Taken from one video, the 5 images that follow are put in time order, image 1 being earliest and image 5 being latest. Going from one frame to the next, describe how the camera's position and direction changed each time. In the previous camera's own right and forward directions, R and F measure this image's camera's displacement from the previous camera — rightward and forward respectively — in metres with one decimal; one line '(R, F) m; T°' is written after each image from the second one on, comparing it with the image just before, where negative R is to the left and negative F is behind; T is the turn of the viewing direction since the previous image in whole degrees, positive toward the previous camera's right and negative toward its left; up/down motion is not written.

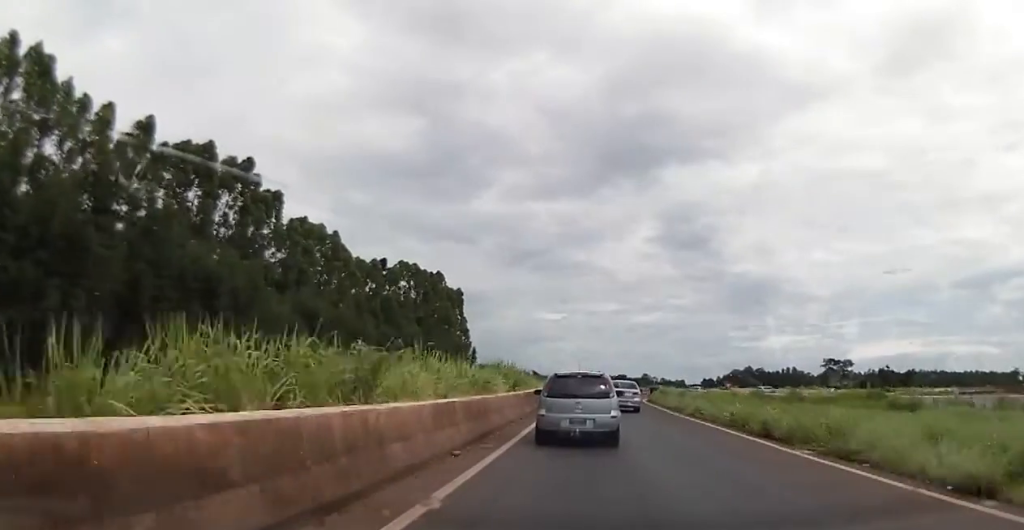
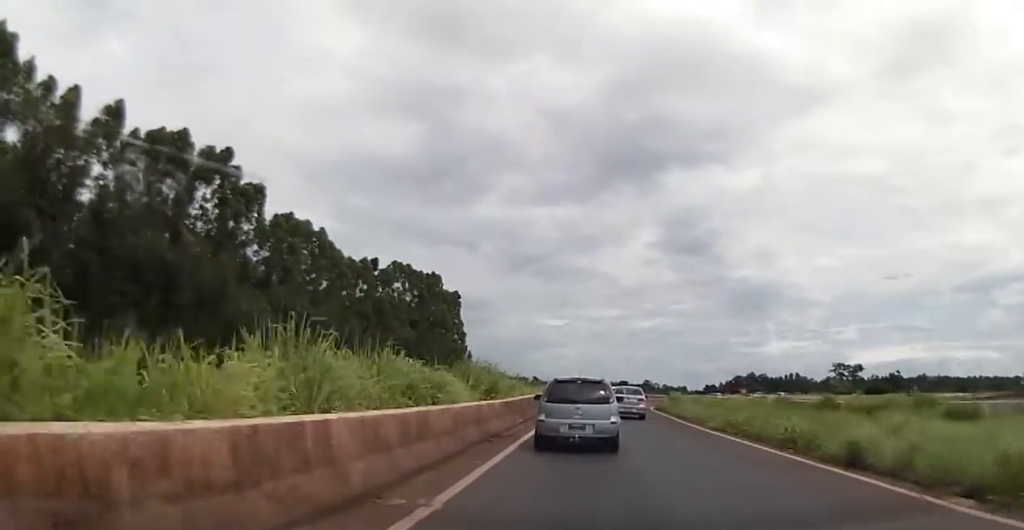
(0.0, +6.2) m; -2°
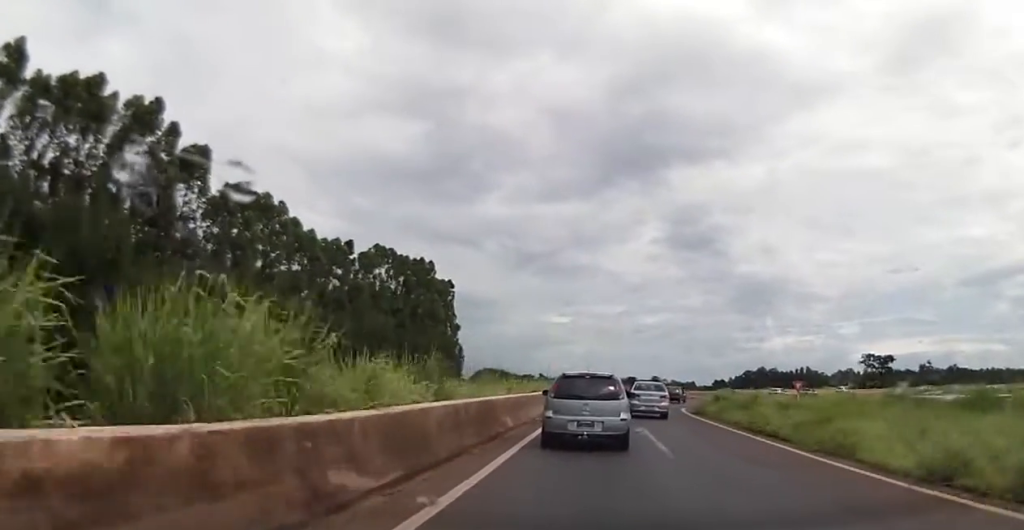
(-0.1, +15.9) m; +1°
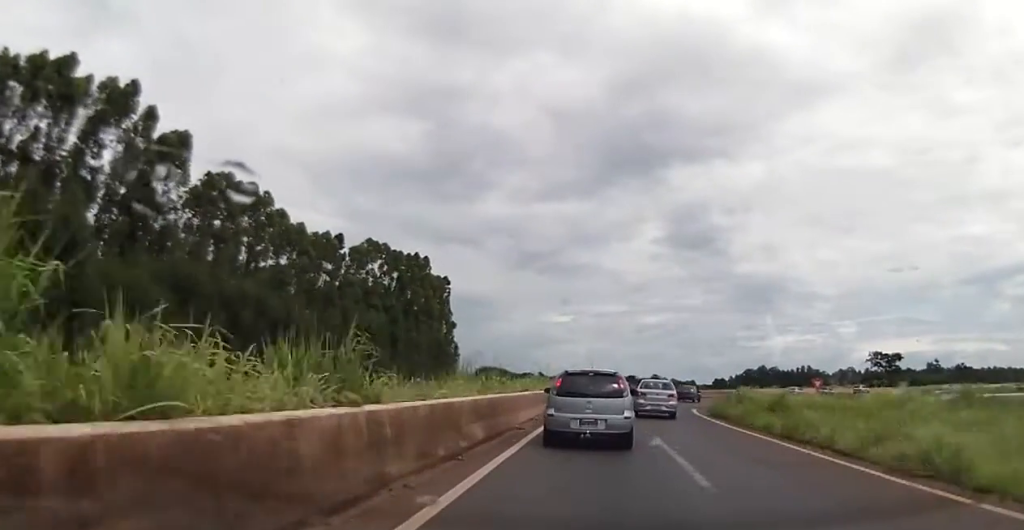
(+0.1, +4.5) m; 0°
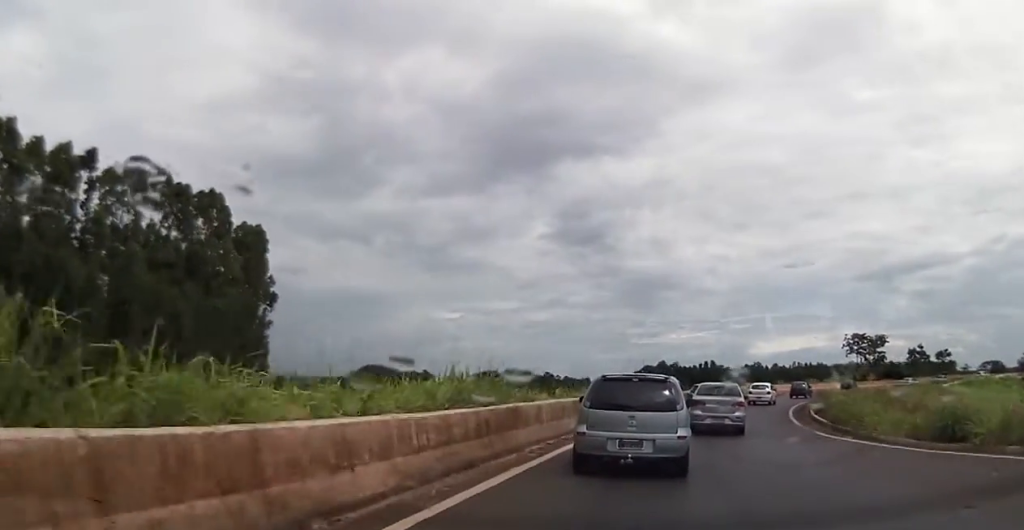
(+0.3, +43.9) m; +4°
